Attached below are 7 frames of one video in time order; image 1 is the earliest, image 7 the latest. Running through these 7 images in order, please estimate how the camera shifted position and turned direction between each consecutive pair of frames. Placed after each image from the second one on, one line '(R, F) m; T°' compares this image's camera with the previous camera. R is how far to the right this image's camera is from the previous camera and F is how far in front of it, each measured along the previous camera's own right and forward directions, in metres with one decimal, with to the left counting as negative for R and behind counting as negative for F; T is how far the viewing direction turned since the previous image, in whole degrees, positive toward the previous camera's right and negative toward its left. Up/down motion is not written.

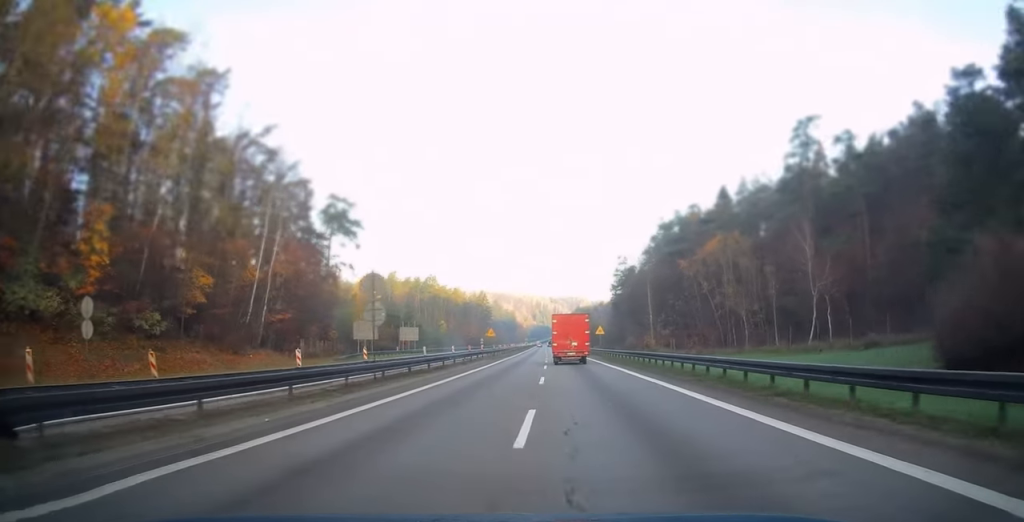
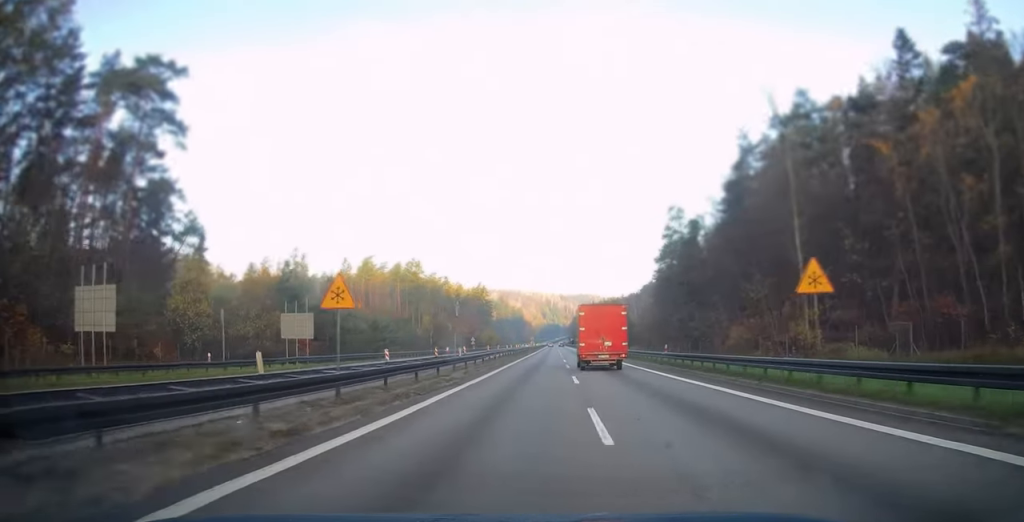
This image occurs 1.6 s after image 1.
(-0.7, +48.2) m; -1°
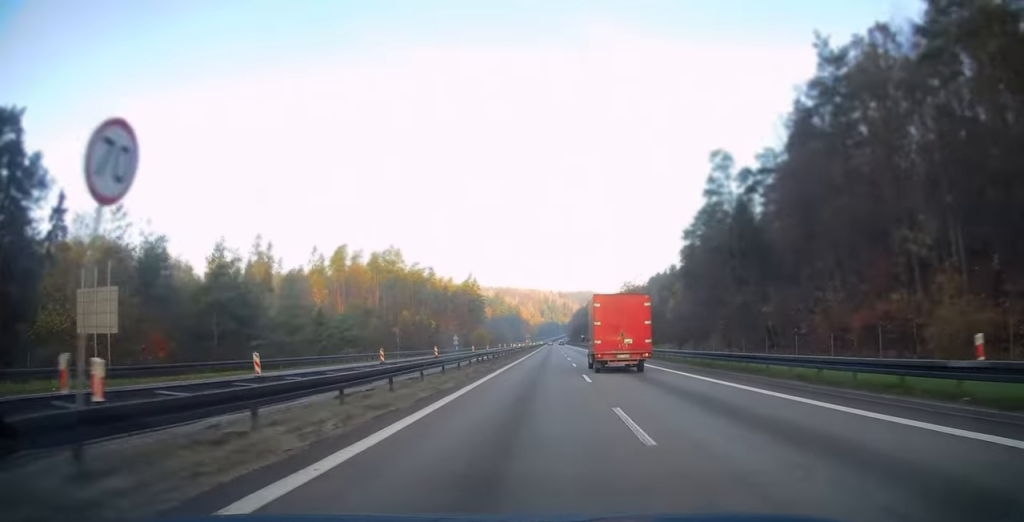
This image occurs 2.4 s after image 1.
(0.0, +25.0) m; 0°
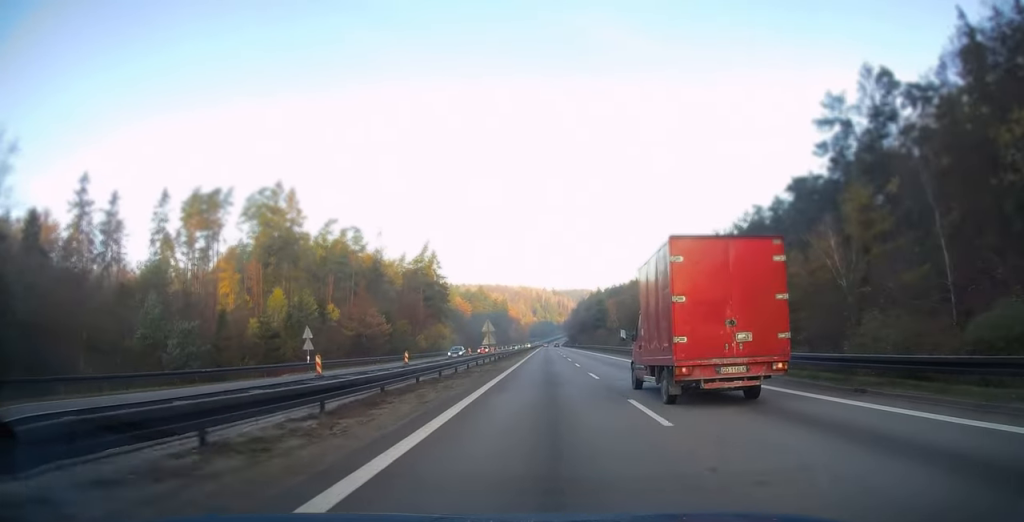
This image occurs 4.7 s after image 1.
(+0.5, +71.5) m; 0°
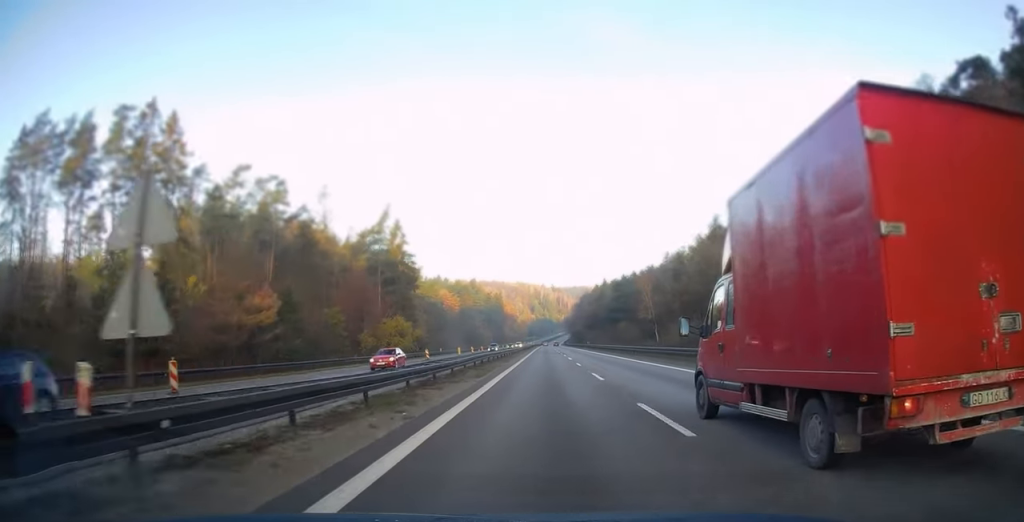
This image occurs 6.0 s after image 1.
(-0.1, +37.7) m; 0°
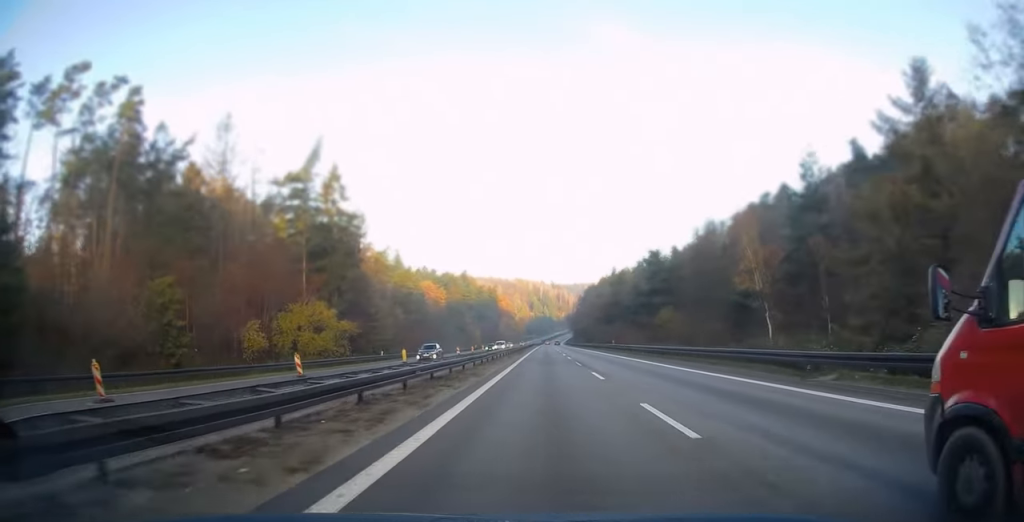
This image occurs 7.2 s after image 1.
(+0.2, +36.6) m; +1°
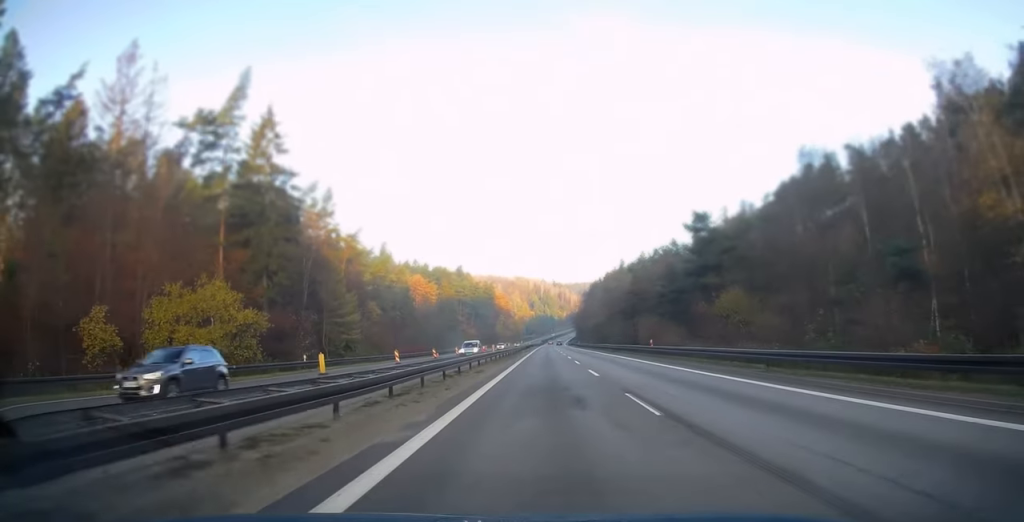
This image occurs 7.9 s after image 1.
(+0.2, +21.9) m; 0°
